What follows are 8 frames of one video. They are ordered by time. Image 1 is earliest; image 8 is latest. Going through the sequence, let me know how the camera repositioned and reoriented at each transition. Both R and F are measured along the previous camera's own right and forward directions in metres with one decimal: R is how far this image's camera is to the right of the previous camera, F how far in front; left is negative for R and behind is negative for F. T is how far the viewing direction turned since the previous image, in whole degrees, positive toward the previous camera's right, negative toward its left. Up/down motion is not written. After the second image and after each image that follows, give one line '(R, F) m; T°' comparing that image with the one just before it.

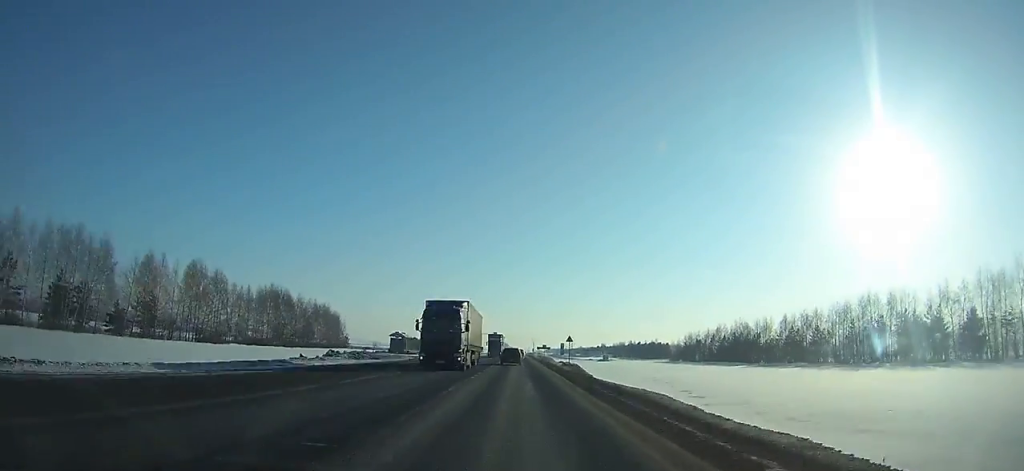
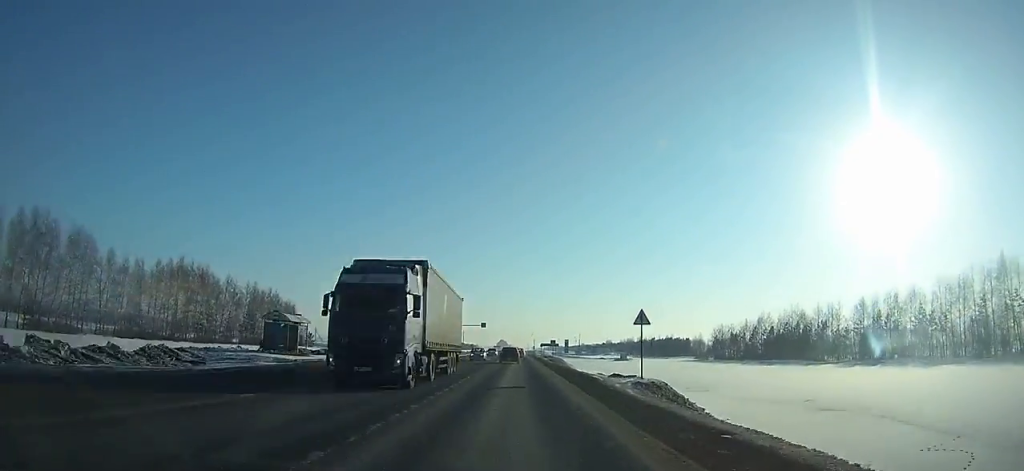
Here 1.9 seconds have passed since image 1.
(-0.1, +42.6) m; 0°
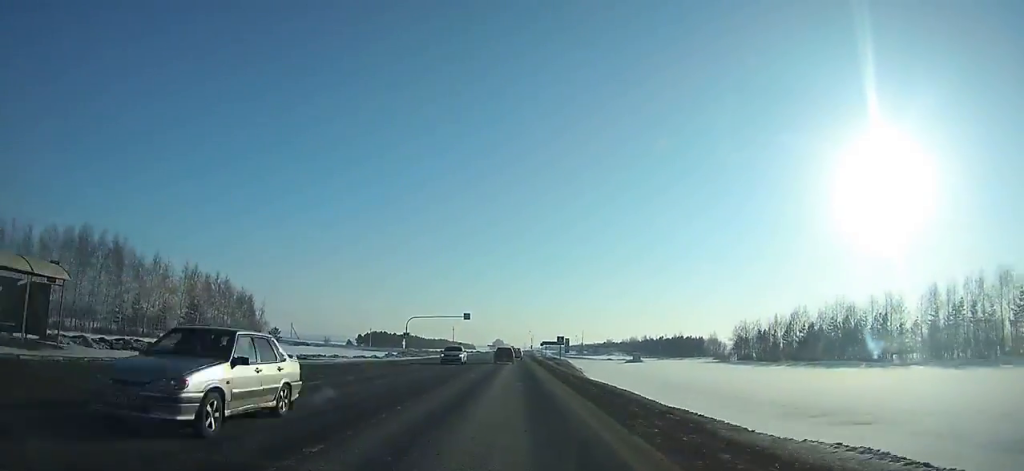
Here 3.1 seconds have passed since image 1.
(0.0, +26.5) m; 0°
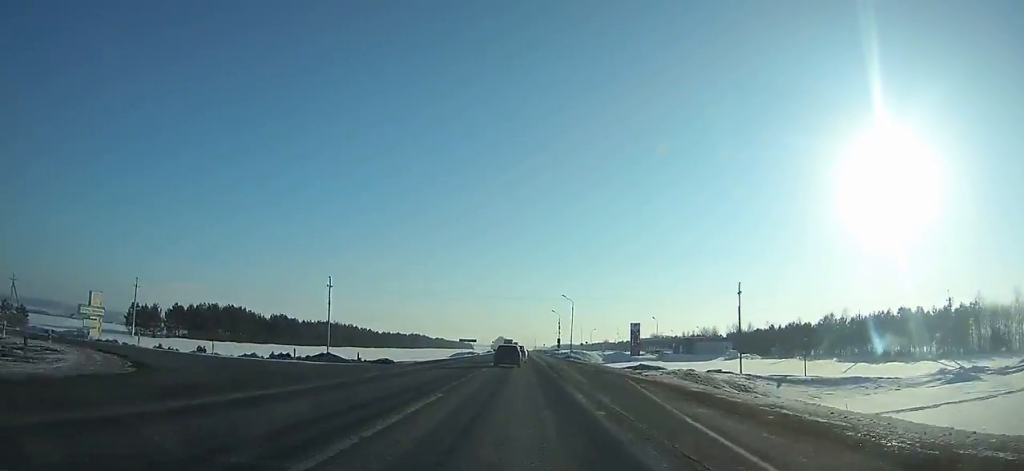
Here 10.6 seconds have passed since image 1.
(-0.9, +160.2) m; 0°
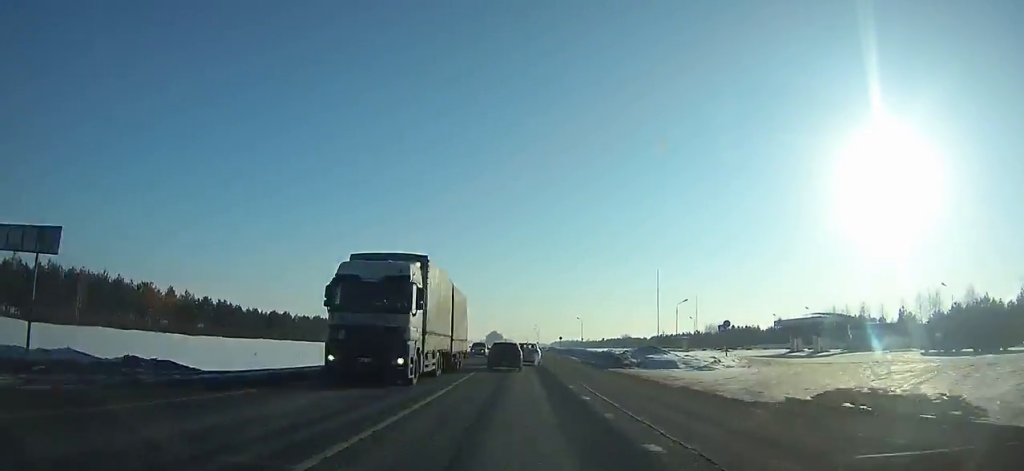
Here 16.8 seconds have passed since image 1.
(-0.2, +121.0) m; 0°
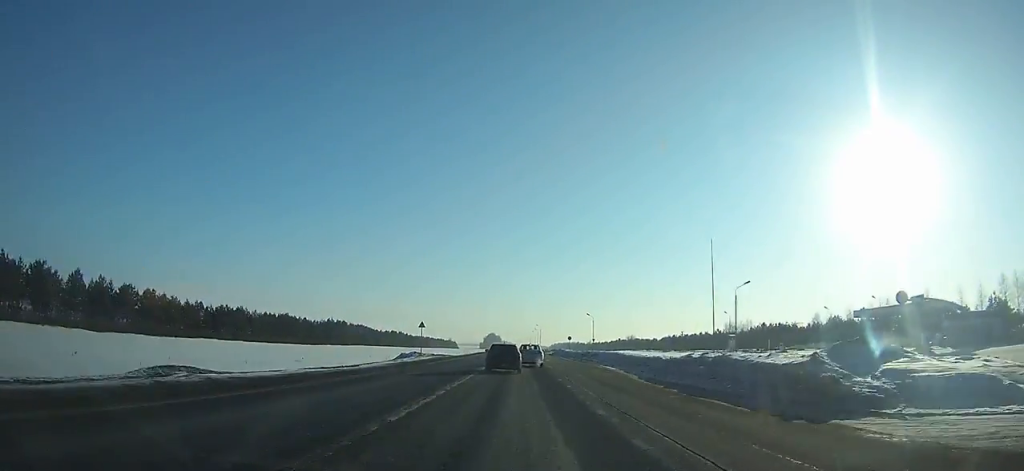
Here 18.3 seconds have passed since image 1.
(+0.1, +27.6) m; 0°
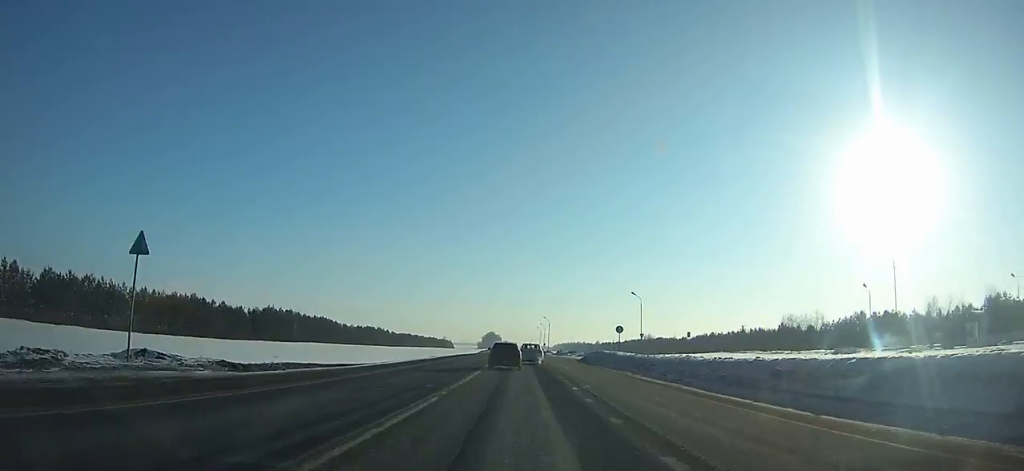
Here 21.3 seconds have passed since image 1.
(+0.2, +54.7) m; 0°
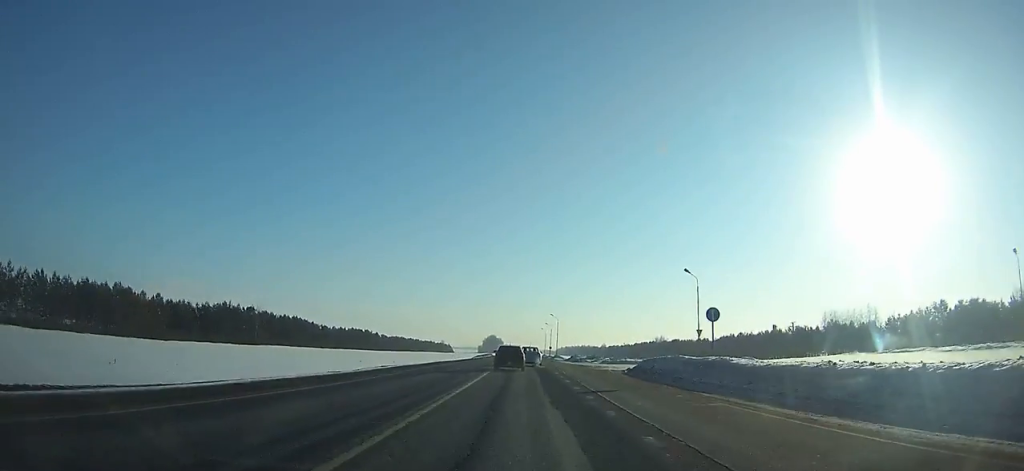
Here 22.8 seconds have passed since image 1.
(0.0, +27.3) m; 0°
